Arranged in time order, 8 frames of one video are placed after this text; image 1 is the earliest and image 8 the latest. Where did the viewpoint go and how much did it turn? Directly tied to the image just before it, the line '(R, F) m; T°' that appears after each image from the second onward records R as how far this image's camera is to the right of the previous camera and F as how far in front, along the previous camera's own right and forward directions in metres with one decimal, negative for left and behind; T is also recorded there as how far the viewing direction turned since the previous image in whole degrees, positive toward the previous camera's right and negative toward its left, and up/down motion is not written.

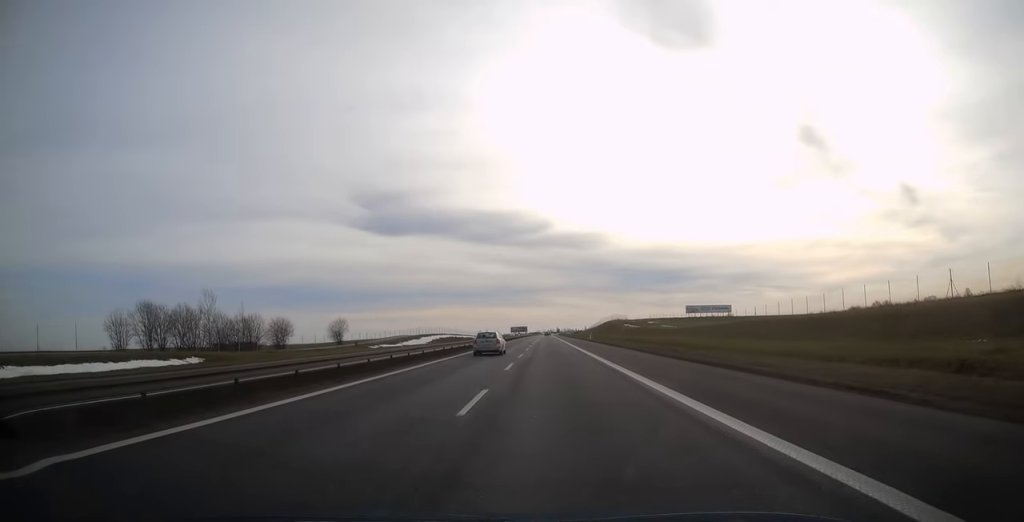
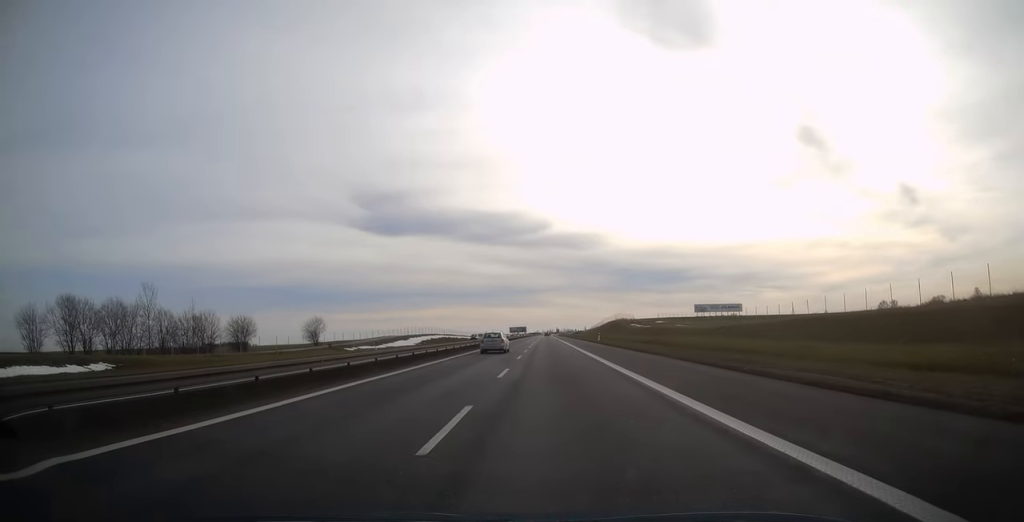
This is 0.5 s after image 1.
(0.0, +14.8) m; 0°
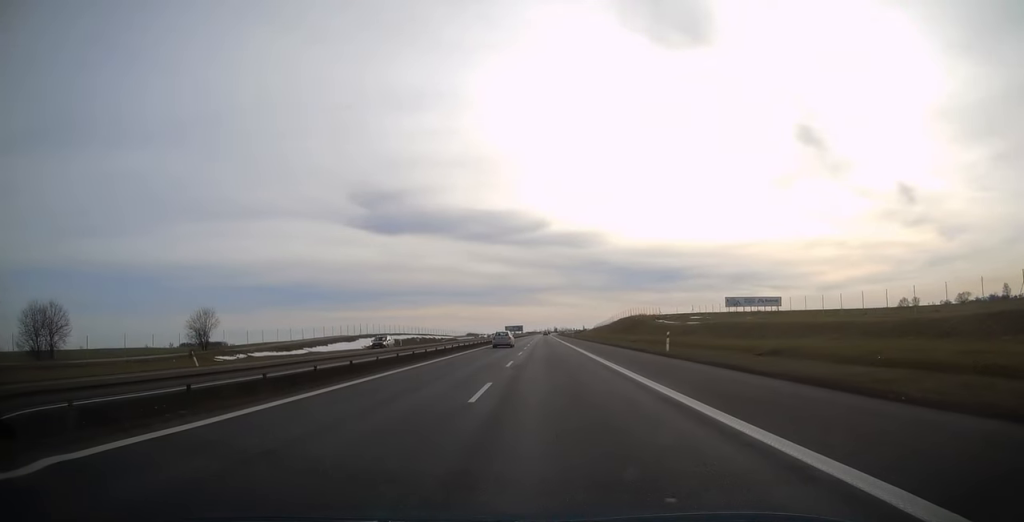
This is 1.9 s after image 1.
(0.0, +43.4) m; 0°
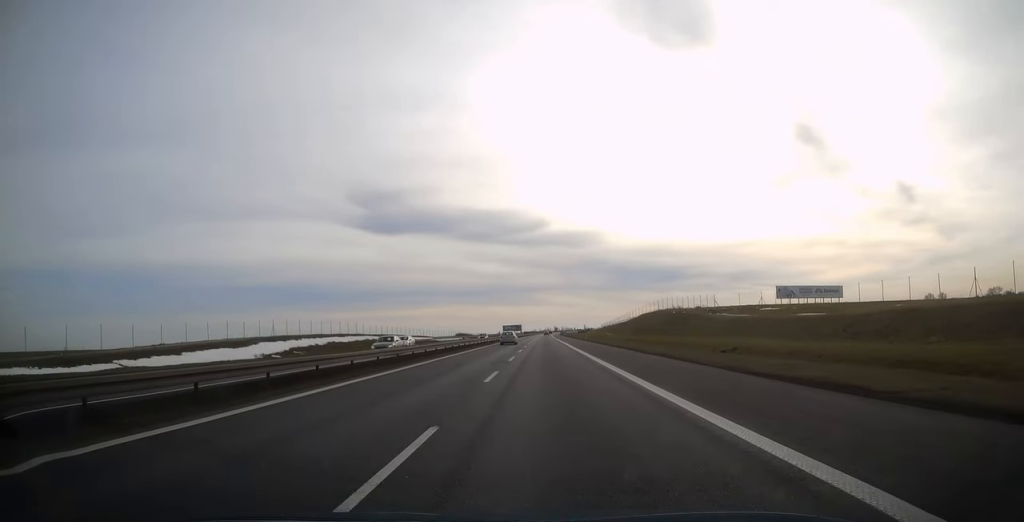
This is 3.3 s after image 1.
(-0.2, +43.3) m; 0°
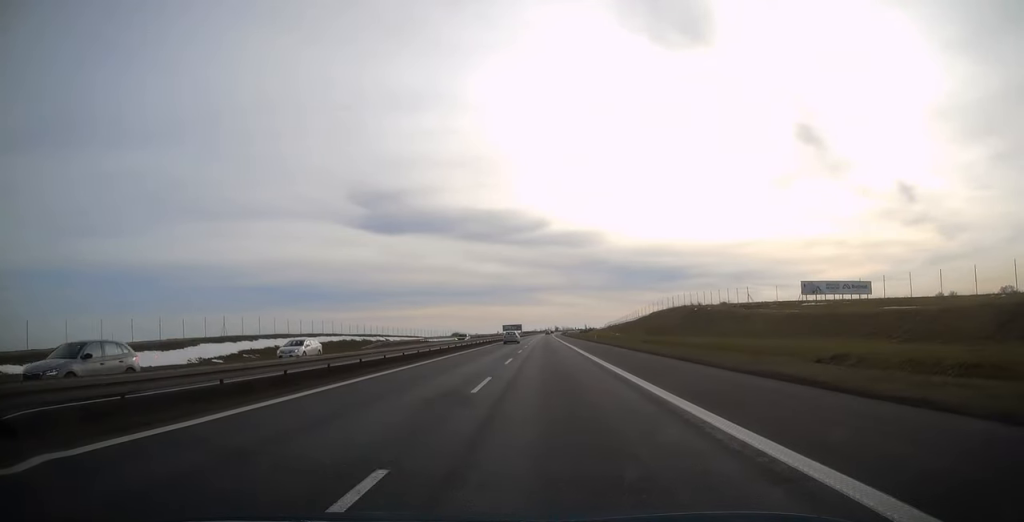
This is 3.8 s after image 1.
(+0.1, +14.8) m; 0°
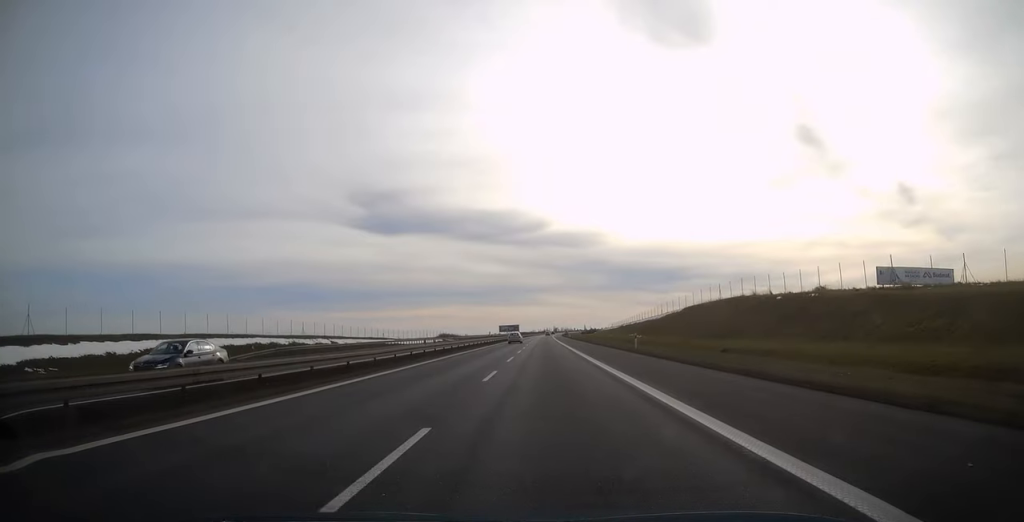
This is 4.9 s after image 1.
(+0.1, +33.7) m; 0°
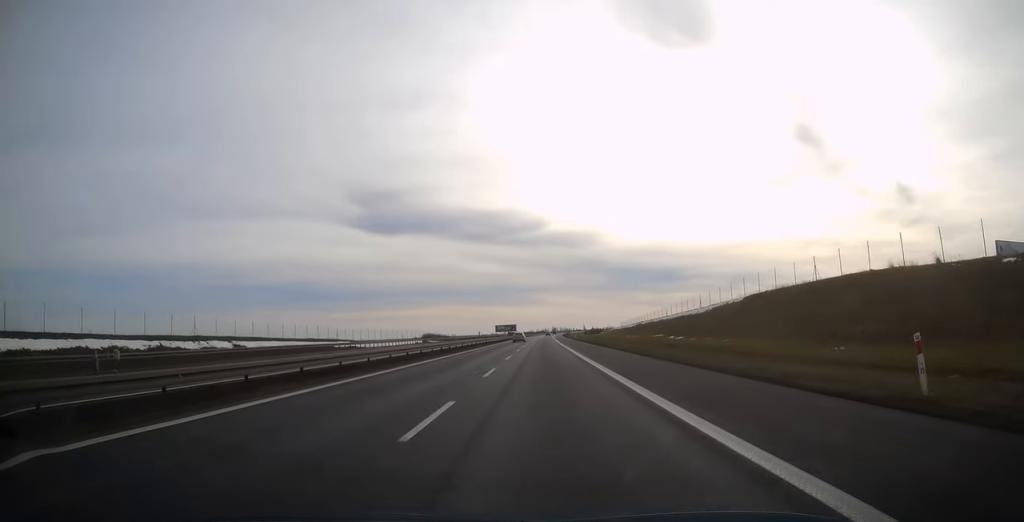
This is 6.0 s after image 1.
(0.0, +32.7) m; 0°
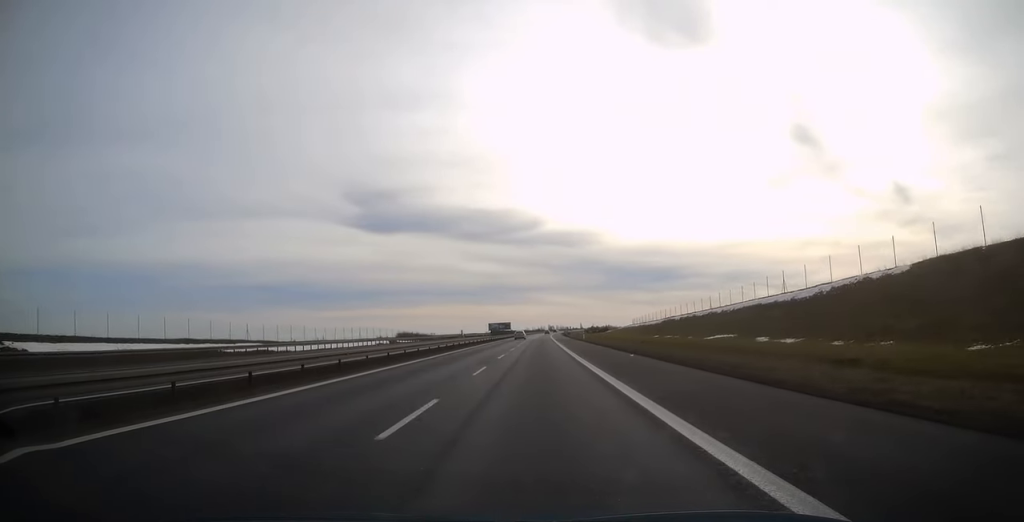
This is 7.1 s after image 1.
(0.0, +35.2) m; 0°
